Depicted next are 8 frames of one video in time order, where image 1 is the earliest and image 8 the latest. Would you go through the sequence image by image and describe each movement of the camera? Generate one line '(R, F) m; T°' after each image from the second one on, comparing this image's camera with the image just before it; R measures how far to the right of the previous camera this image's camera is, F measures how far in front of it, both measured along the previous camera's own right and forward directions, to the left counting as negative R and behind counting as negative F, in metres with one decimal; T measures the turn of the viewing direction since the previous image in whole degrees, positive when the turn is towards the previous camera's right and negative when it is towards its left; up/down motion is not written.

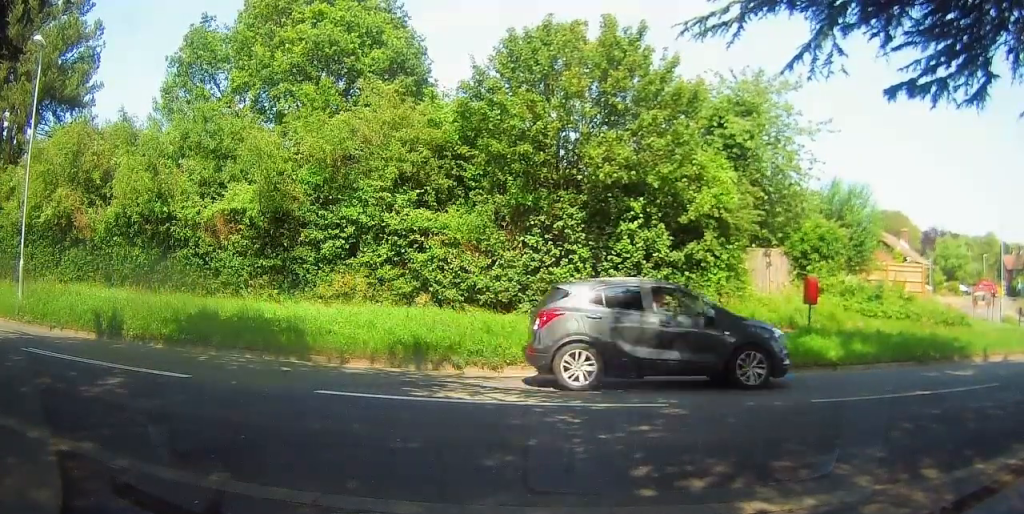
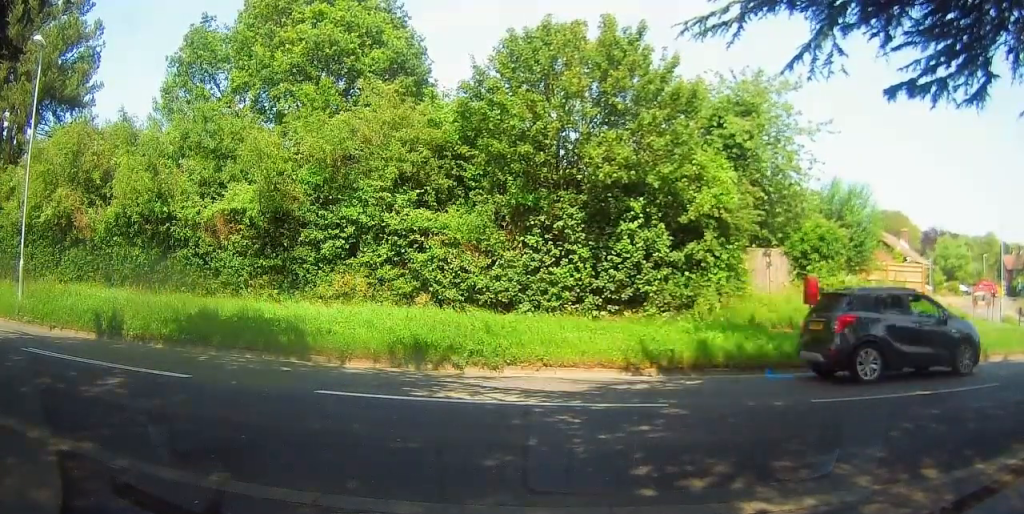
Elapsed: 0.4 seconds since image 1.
(0.0, 0.0) m; 0°
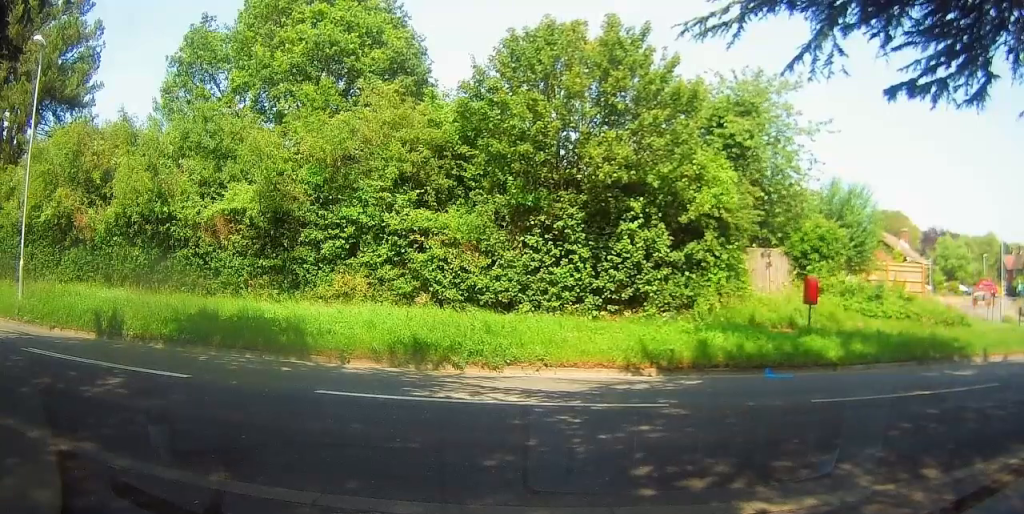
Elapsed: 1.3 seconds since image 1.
(0.0, 0.0) m; 0°
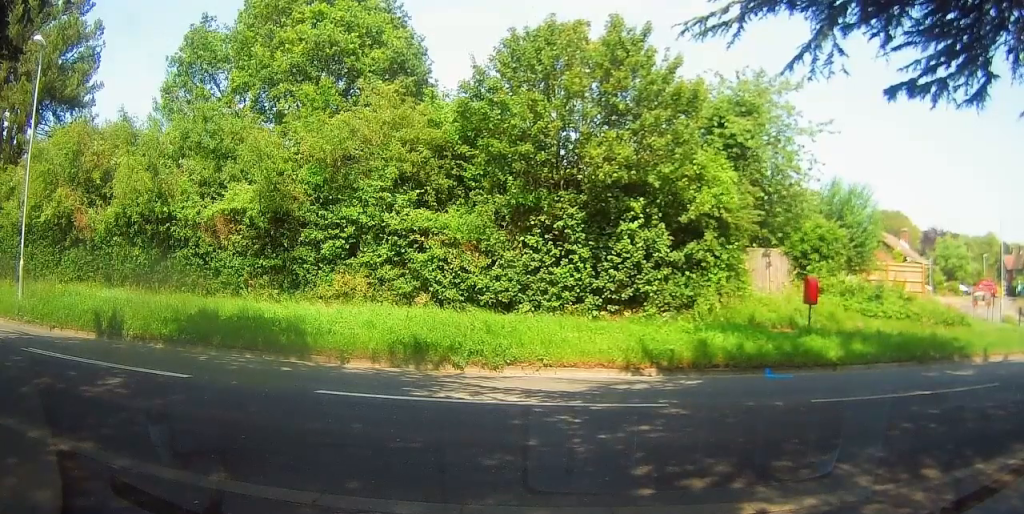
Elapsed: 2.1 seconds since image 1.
(0.0, 0.0) m; 0°
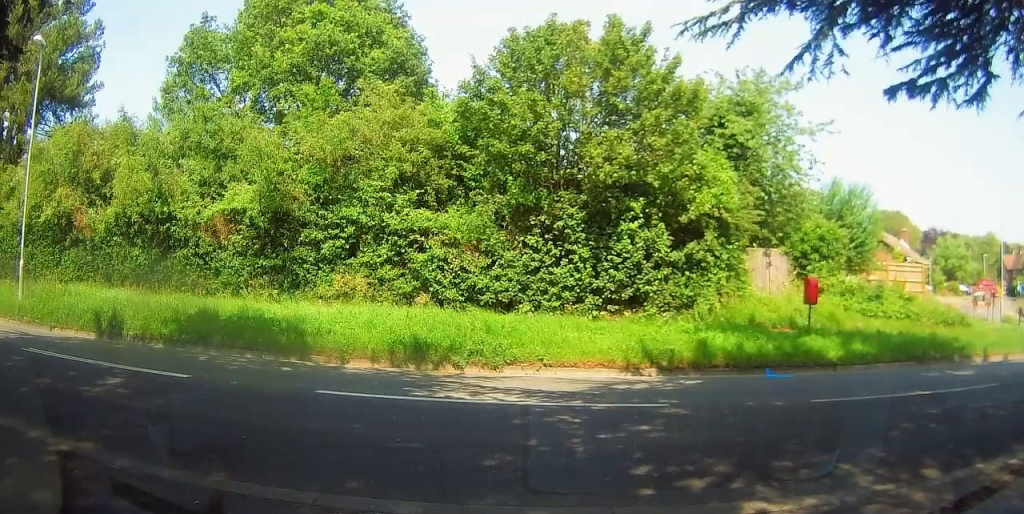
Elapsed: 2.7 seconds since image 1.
(0.0, 0.0) m; 0°
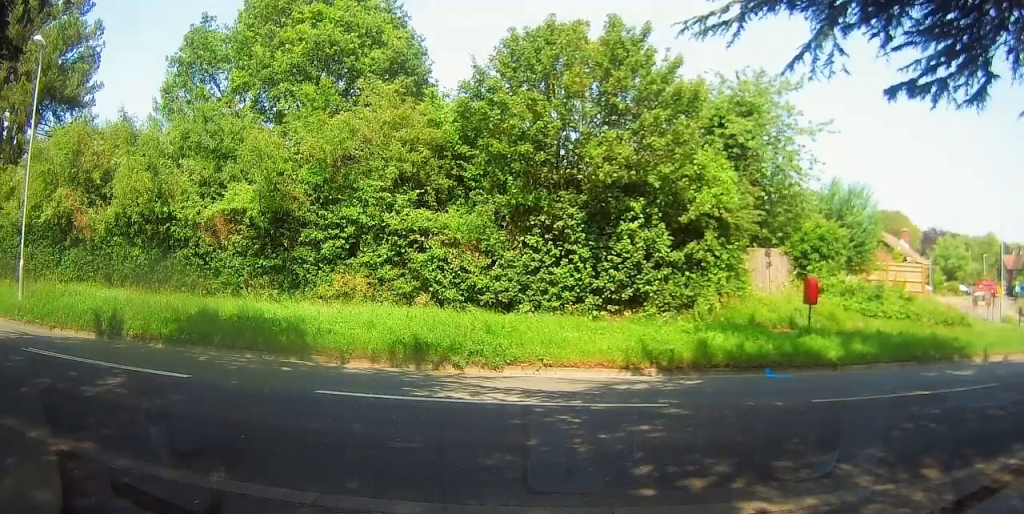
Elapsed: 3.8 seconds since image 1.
(0.0, 0.0) m; 0°
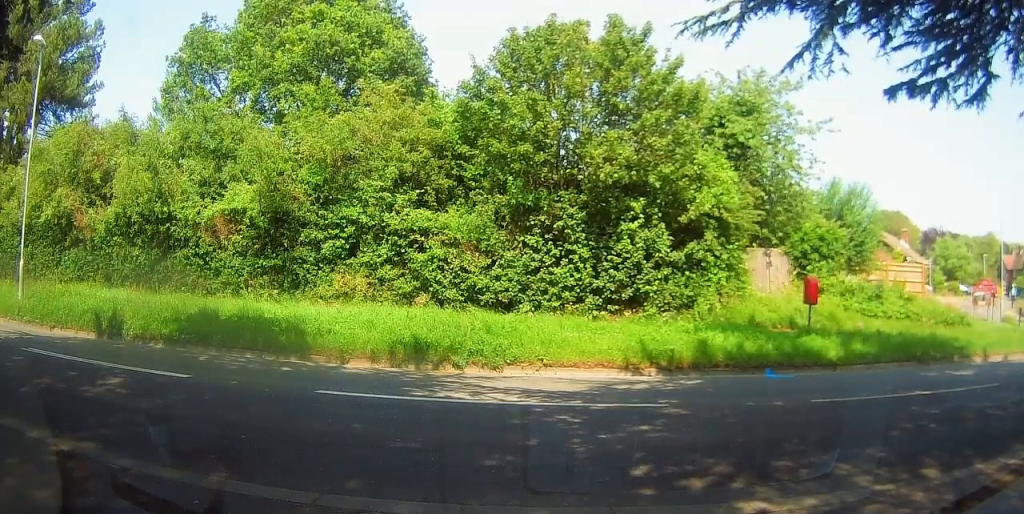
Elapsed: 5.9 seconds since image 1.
(0.0, 0.0) m; 0°
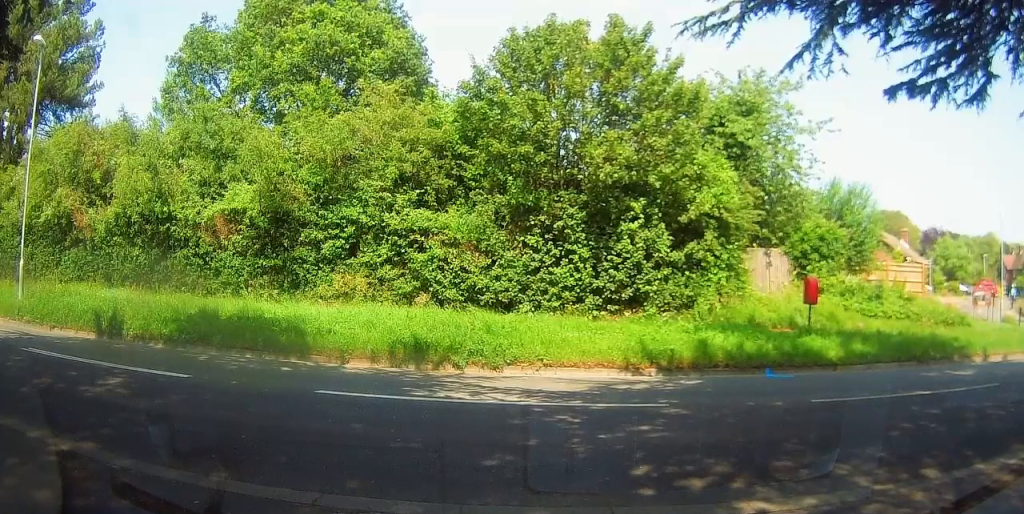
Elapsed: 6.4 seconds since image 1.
(0.0, 0.0) m; 0°
